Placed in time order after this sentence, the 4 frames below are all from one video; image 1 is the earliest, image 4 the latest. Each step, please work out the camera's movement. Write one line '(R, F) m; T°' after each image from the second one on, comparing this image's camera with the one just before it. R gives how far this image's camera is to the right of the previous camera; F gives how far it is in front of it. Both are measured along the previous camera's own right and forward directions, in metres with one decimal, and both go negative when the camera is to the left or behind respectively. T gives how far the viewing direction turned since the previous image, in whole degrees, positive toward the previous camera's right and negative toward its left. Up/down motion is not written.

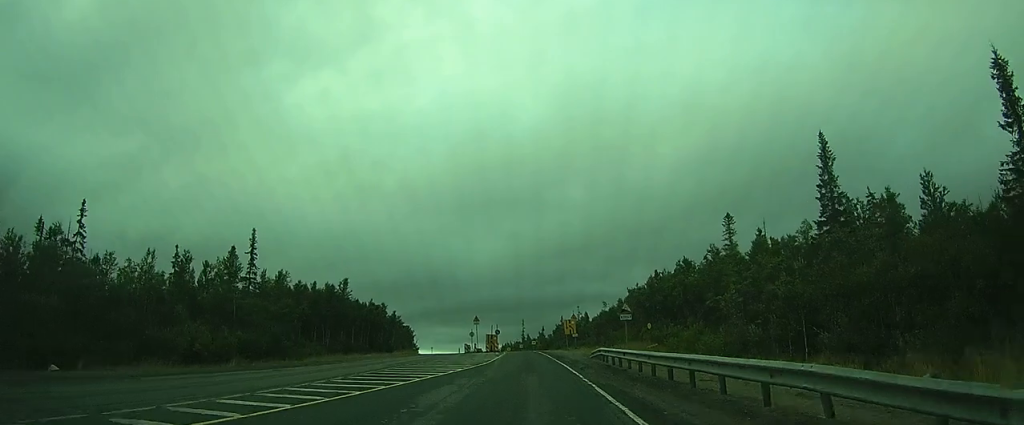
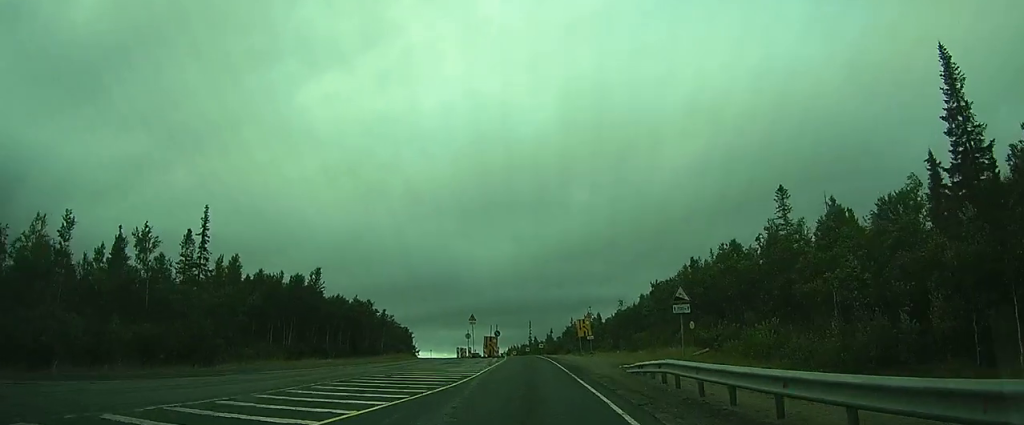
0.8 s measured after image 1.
(0.0, +12.0) m; 0°
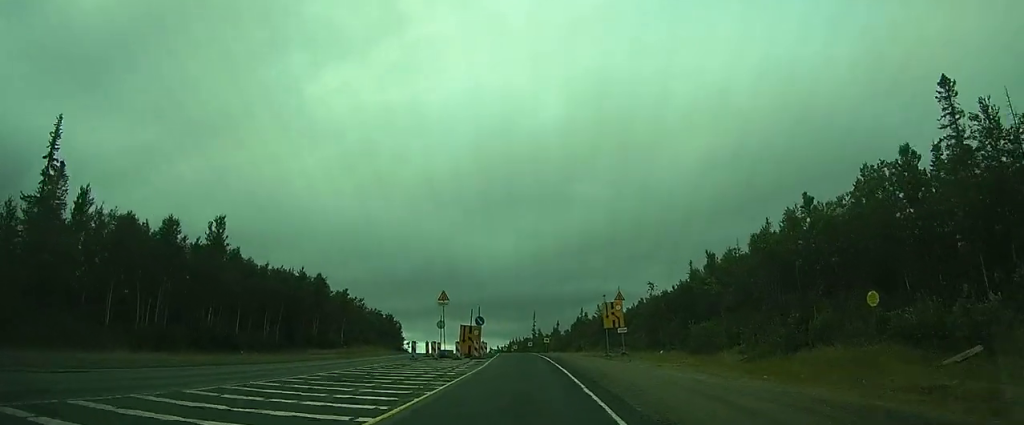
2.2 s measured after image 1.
(-0.1, +21.1) m; 0°
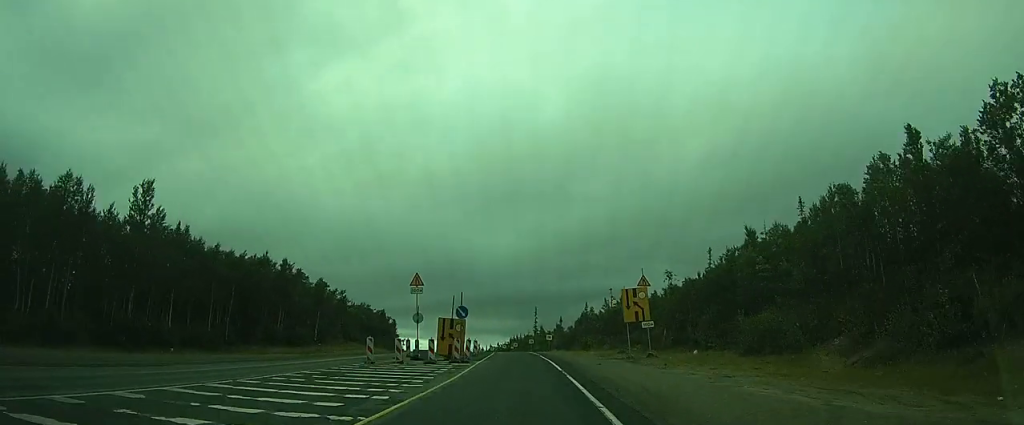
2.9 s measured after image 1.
(0.0, +9.2) m; 0°
